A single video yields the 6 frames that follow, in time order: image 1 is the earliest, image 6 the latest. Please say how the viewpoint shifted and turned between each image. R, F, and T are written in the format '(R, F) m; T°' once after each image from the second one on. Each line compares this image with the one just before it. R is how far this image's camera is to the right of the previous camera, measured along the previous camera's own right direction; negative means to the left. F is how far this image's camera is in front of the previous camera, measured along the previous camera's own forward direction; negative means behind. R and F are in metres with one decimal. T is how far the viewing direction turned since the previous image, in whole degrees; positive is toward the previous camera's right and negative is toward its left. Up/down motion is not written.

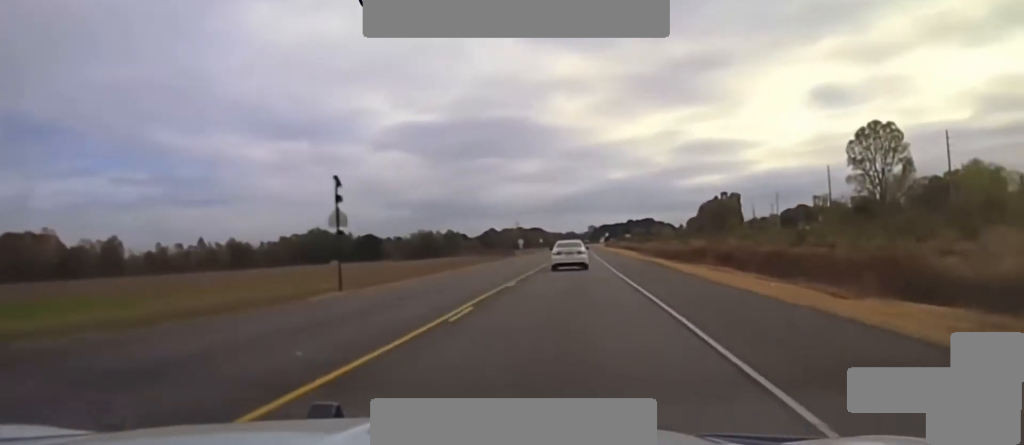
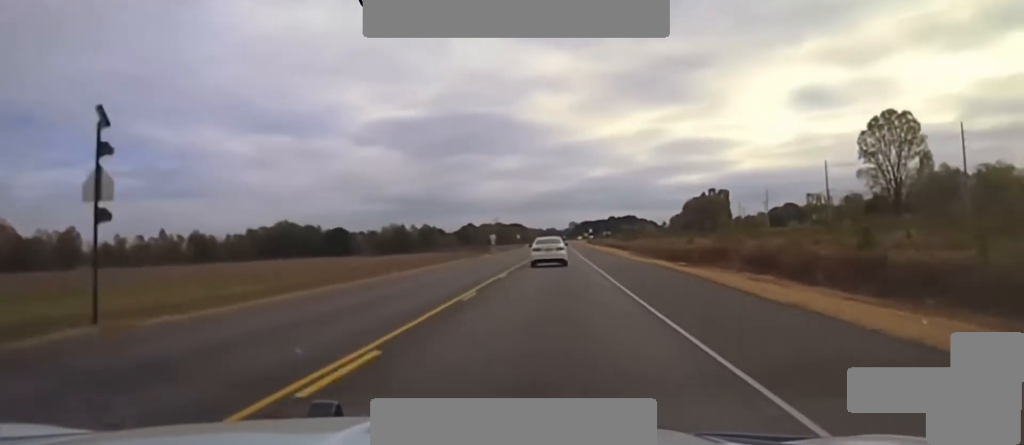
(+0.1, +19.9) m; +1°
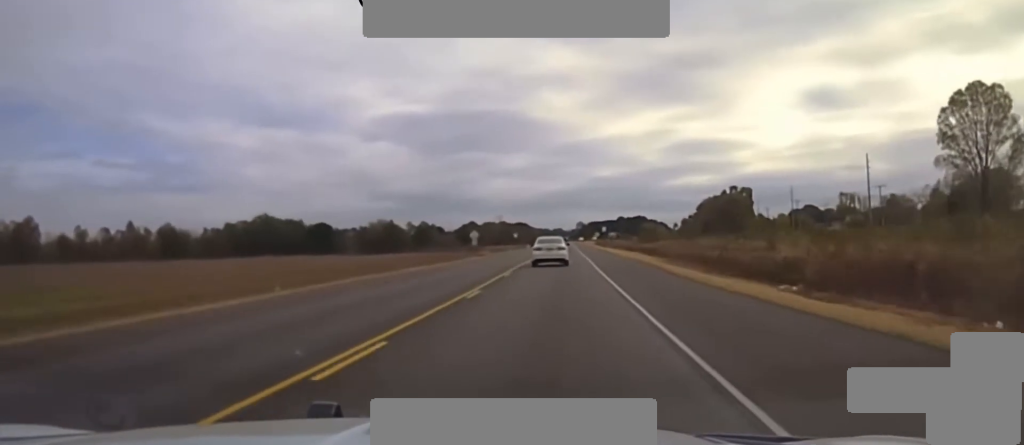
(+0.4, +33.0) m; +1°
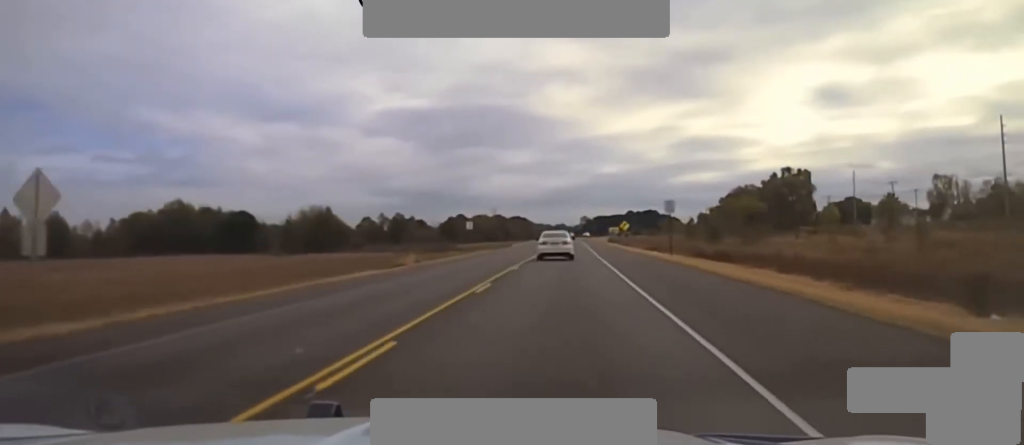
(+0.7, +80.1) m; 0°
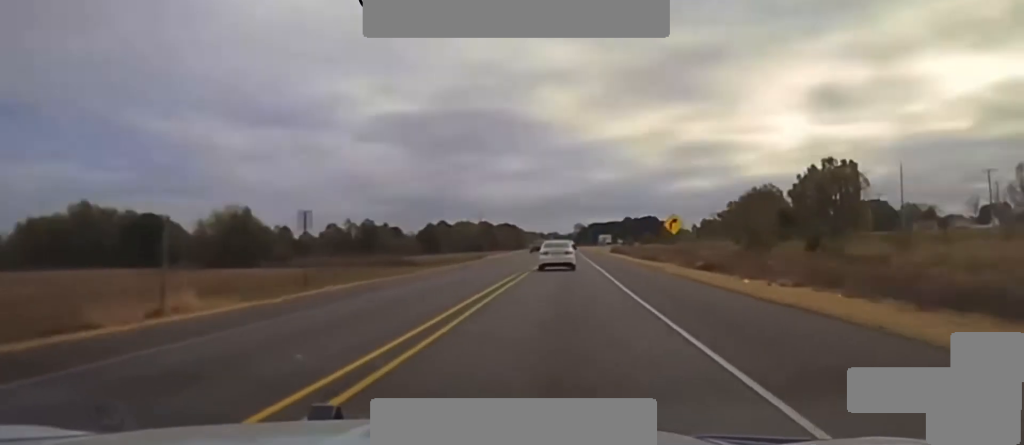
(+0.3, +55.2) m; 0°
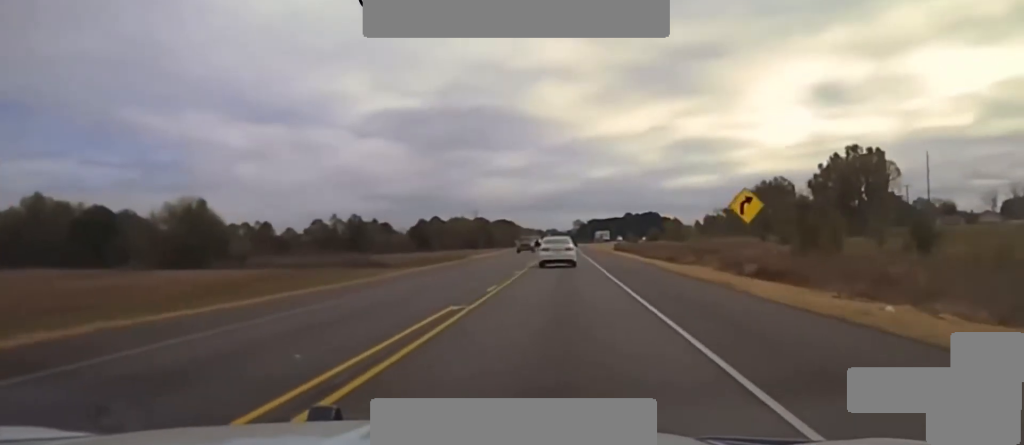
(+0.2, +21.7) m; 0°
